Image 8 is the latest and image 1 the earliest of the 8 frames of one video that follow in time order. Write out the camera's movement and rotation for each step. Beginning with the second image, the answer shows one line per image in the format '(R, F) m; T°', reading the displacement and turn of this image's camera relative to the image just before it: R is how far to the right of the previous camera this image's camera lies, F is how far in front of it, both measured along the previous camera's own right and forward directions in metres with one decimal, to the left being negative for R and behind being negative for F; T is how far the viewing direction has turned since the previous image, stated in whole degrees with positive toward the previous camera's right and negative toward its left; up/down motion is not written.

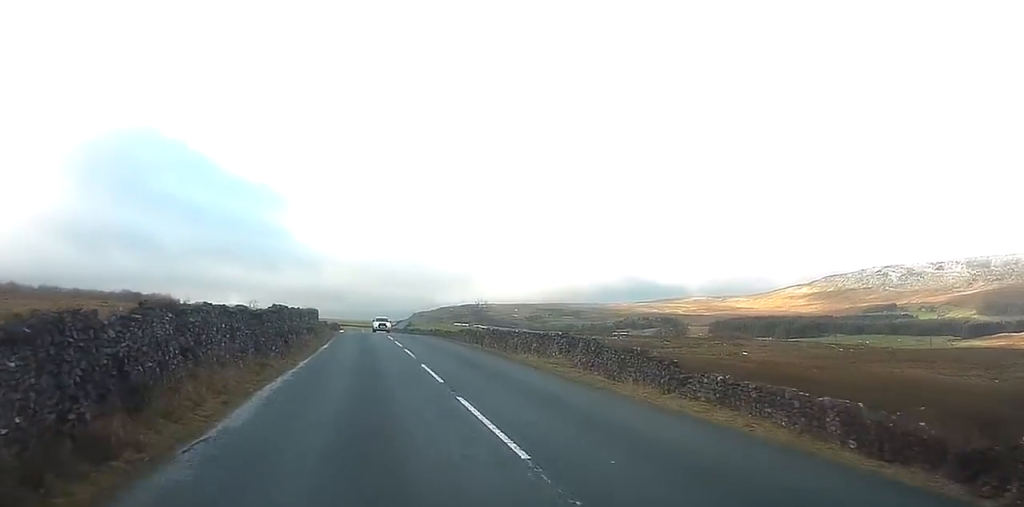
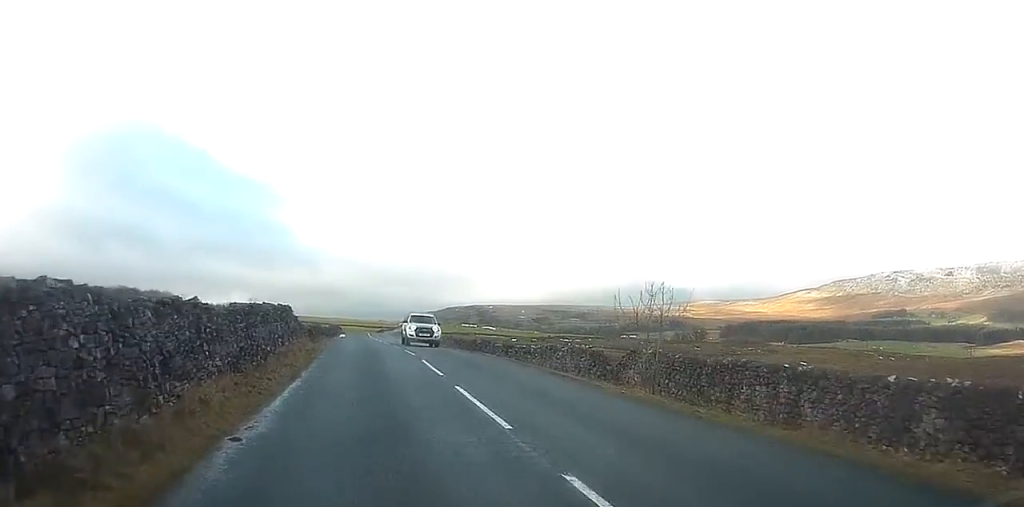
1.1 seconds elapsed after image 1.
(-0.3, +25.3) m; 0°
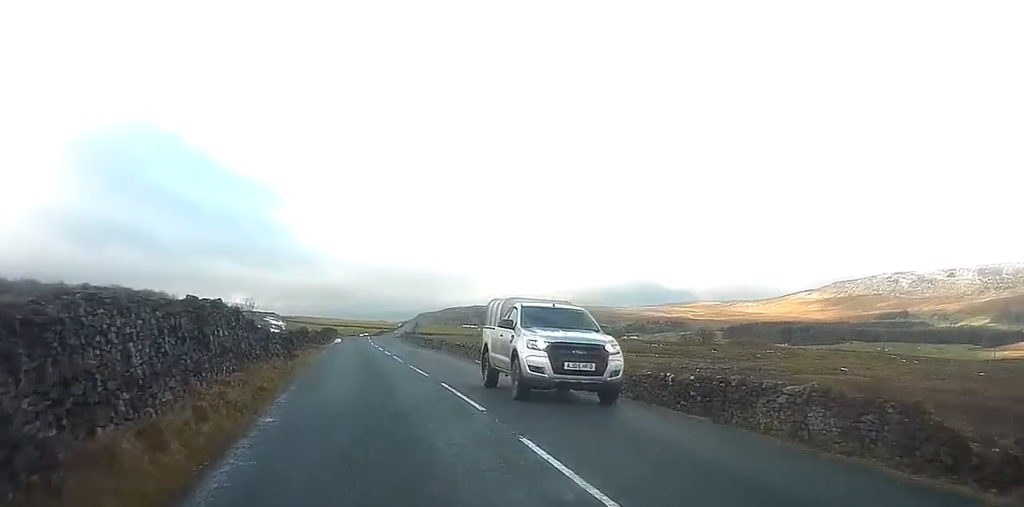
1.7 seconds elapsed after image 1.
(+0.1, +16.0) m; 0°
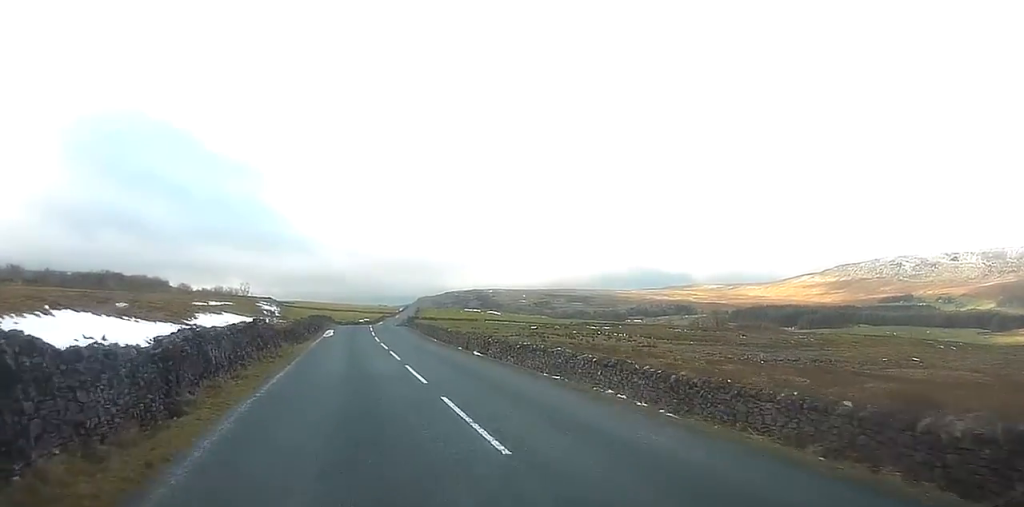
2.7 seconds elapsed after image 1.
(0.0, +22.4) m; -1°
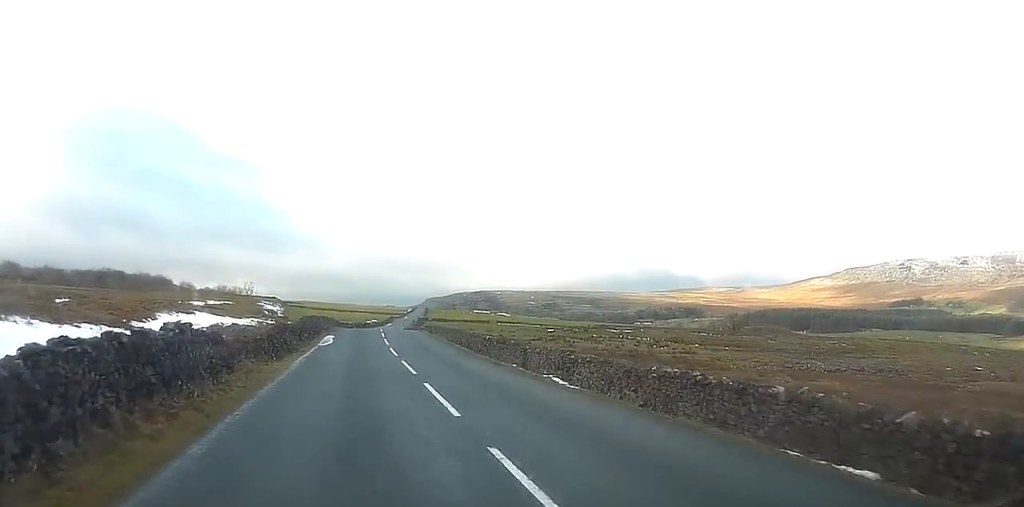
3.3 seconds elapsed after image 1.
(-0.1, +14.7) m; -1°
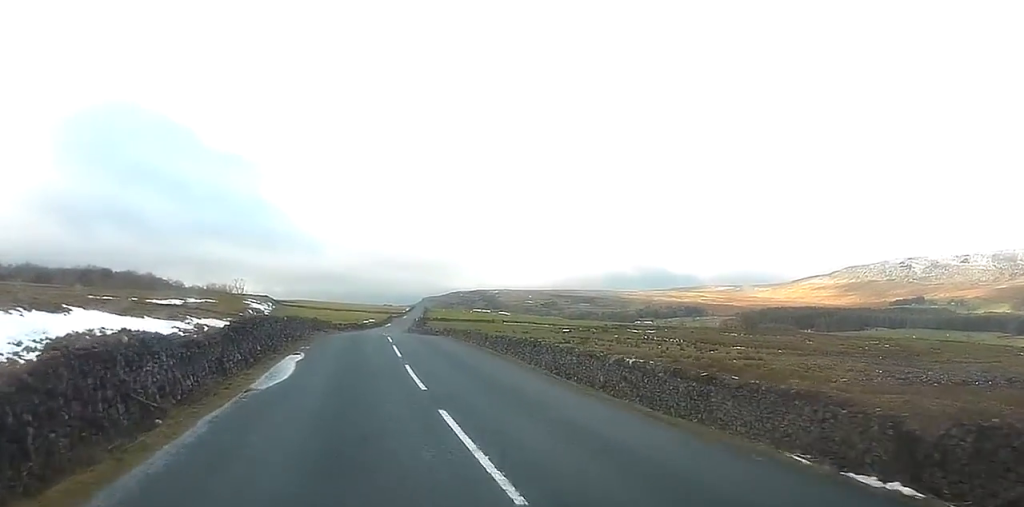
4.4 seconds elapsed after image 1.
(-0.3, +24.3) m; 0°
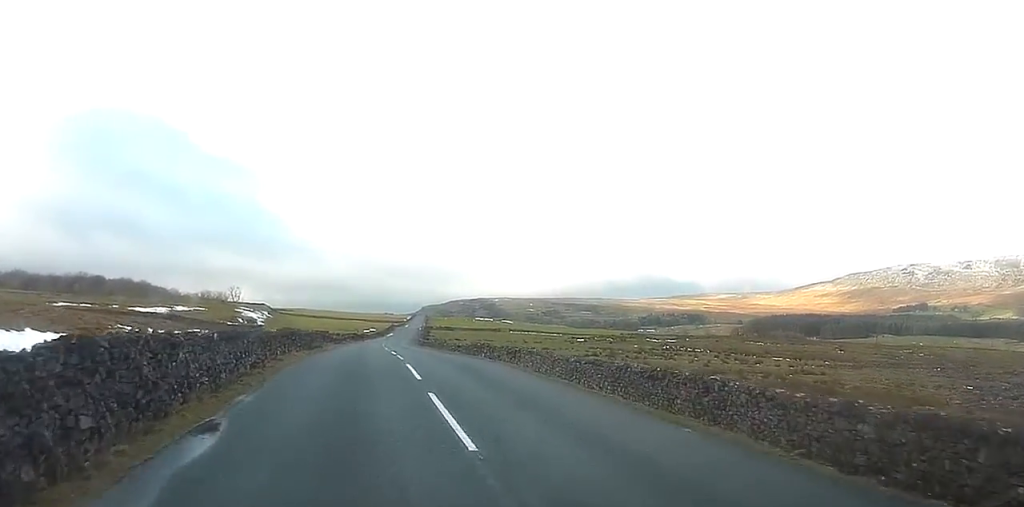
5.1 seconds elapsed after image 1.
(+0.1, +15.8) m; +1°
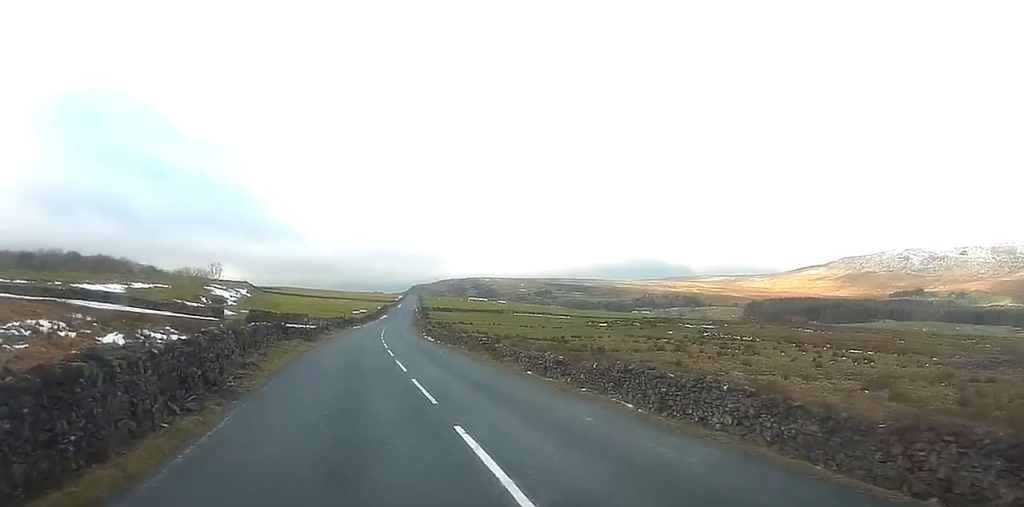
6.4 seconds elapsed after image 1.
(+0.4, +30.5) m; 0°
